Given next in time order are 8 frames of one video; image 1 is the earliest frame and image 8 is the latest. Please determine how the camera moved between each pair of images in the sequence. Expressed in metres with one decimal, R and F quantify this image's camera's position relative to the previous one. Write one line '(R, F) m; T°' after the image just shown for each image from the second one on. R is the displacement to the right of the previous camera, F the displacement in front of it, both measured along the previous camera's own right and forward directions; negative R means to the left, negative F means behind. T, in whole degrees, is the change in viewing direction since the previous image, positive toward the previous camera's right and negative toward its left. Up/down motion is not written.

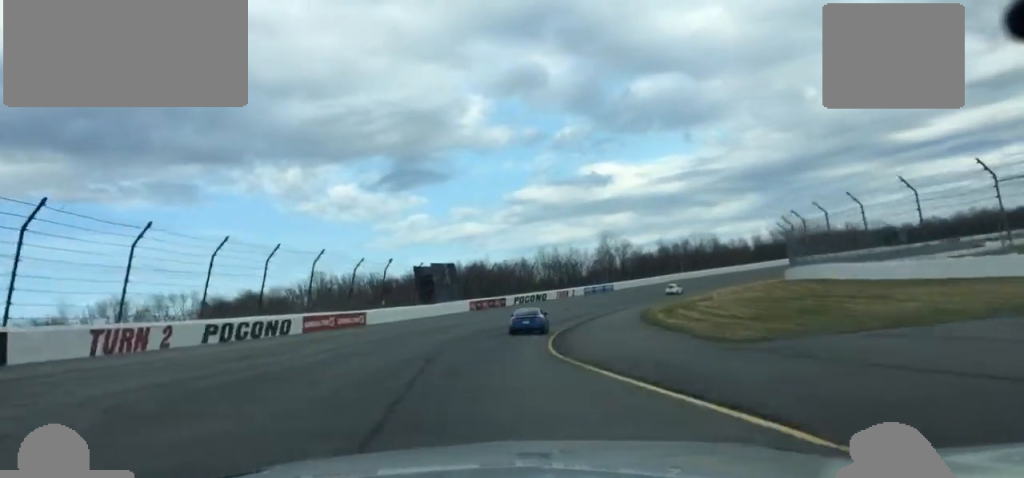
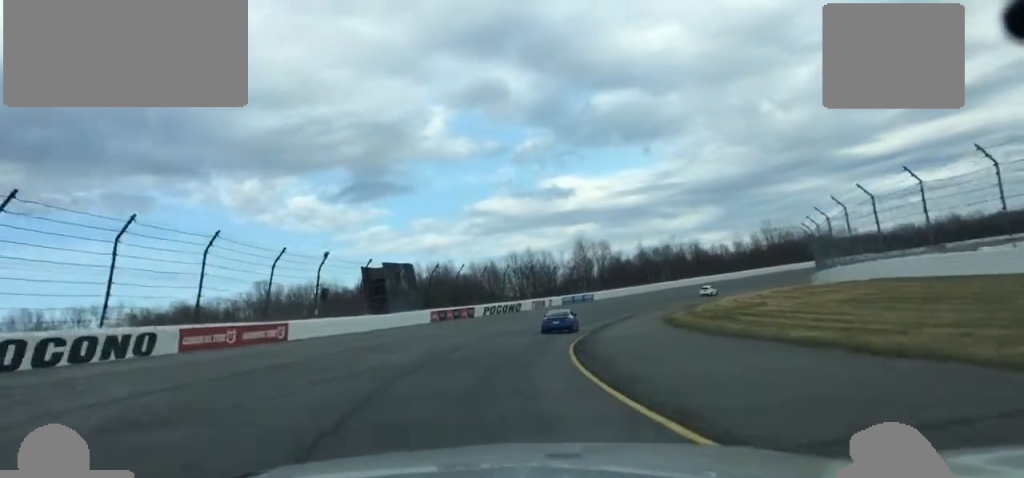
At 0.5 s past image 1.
(+0.1, +18.0) m; +4°
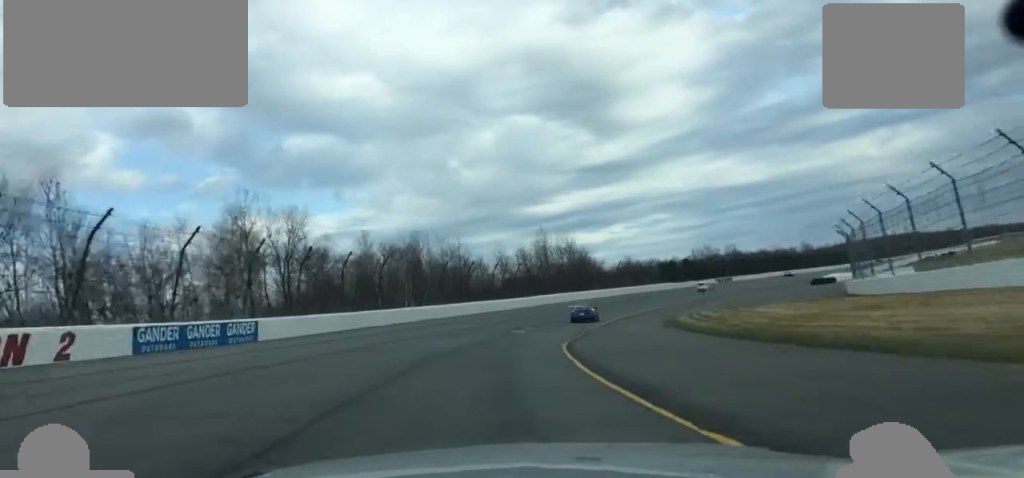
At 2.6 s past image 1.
(+15.5, +78.8) m; +21°
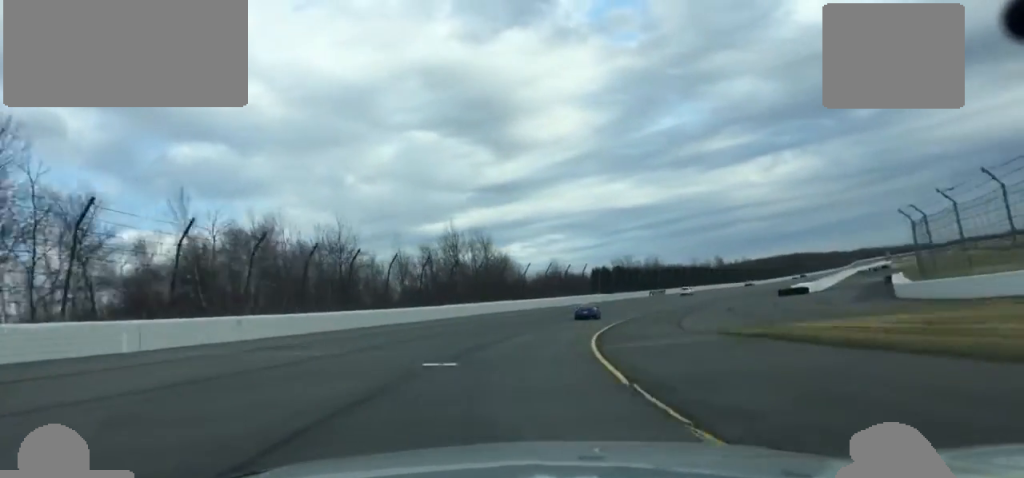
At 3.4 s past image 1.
(+0.8, +29.0) m; +7°
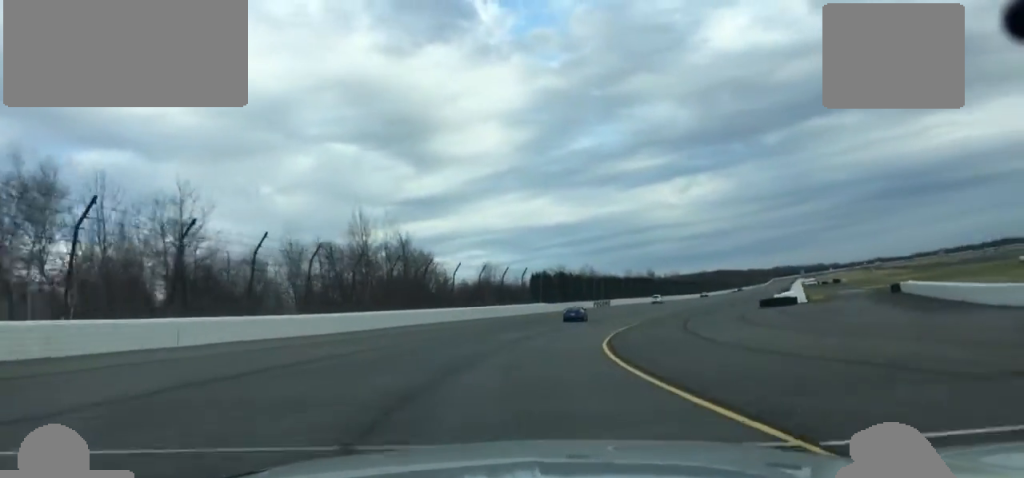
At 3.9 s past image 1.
(+1.8, +21.9) m; +5°
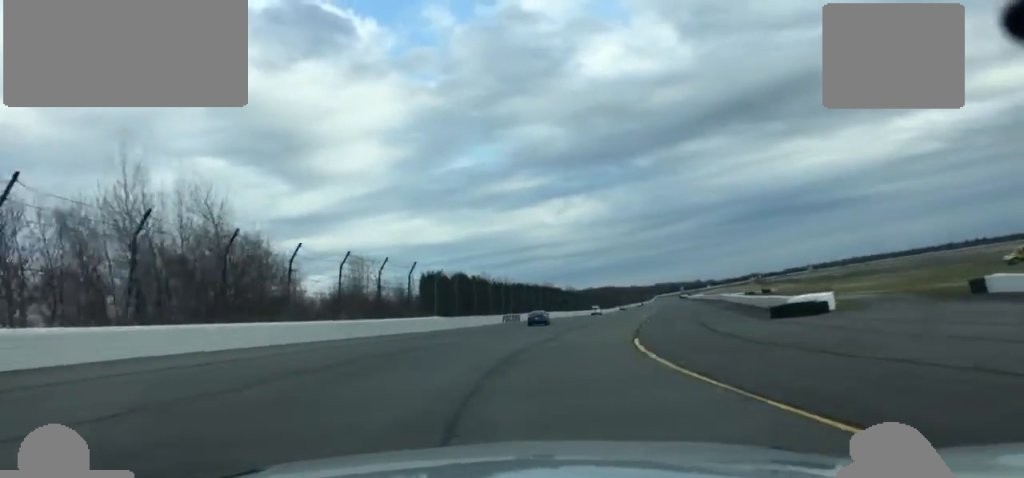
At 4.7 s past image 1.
(+2.2, +33.6) m; +7°
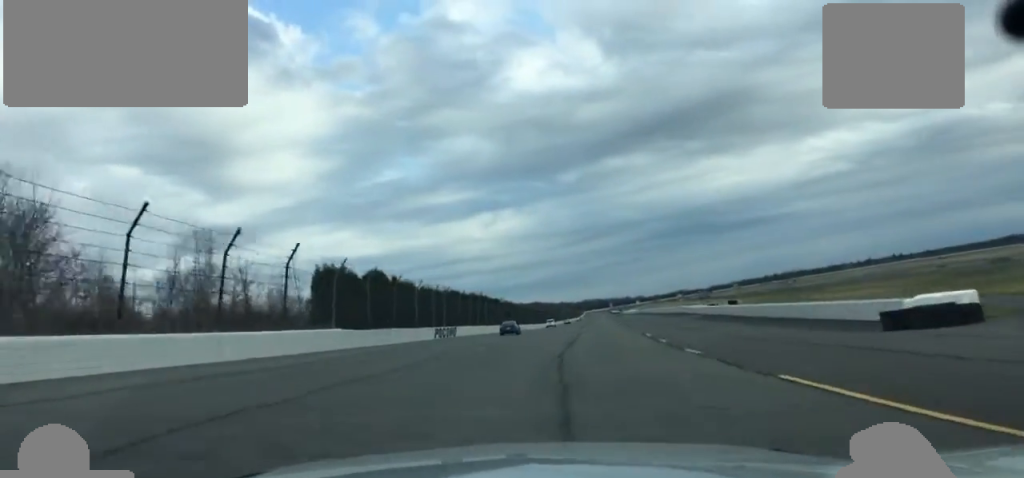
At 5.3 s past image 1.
(+0.7, +24.7) m; +4°
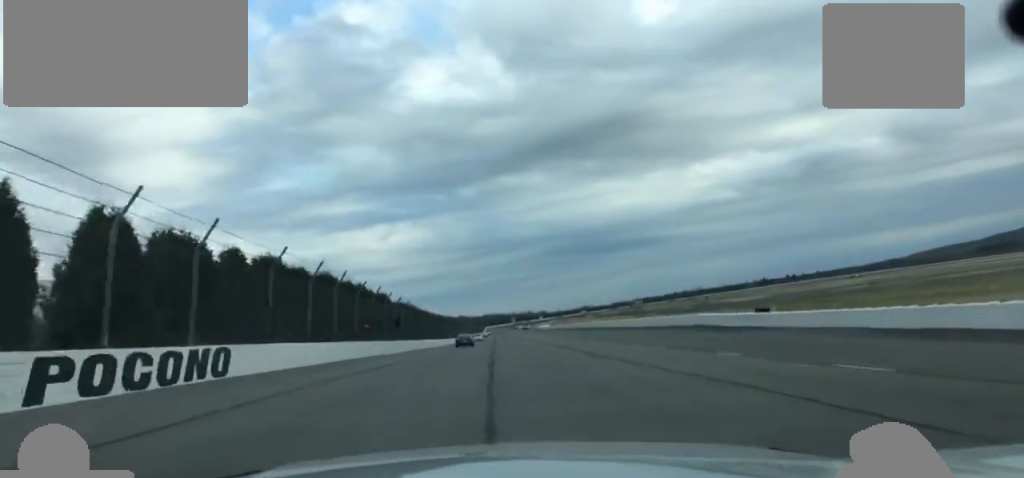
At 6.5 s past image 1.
(+4.1, +58.9) m; +7°
